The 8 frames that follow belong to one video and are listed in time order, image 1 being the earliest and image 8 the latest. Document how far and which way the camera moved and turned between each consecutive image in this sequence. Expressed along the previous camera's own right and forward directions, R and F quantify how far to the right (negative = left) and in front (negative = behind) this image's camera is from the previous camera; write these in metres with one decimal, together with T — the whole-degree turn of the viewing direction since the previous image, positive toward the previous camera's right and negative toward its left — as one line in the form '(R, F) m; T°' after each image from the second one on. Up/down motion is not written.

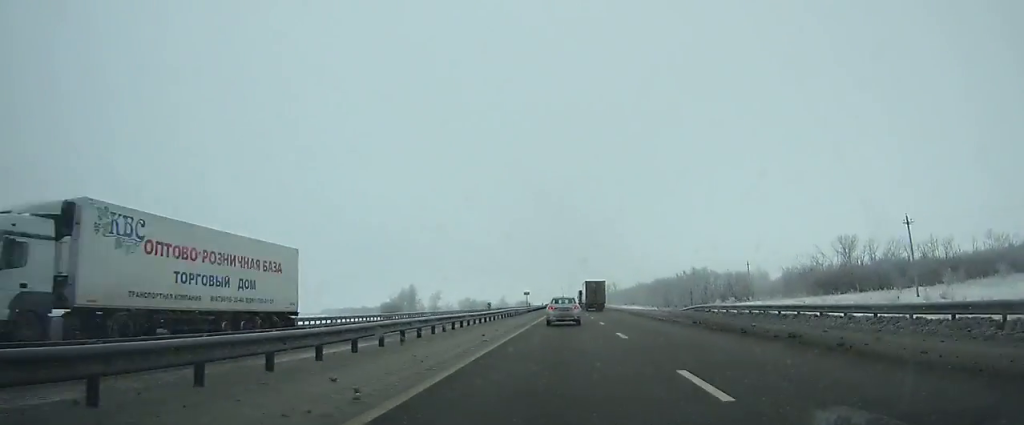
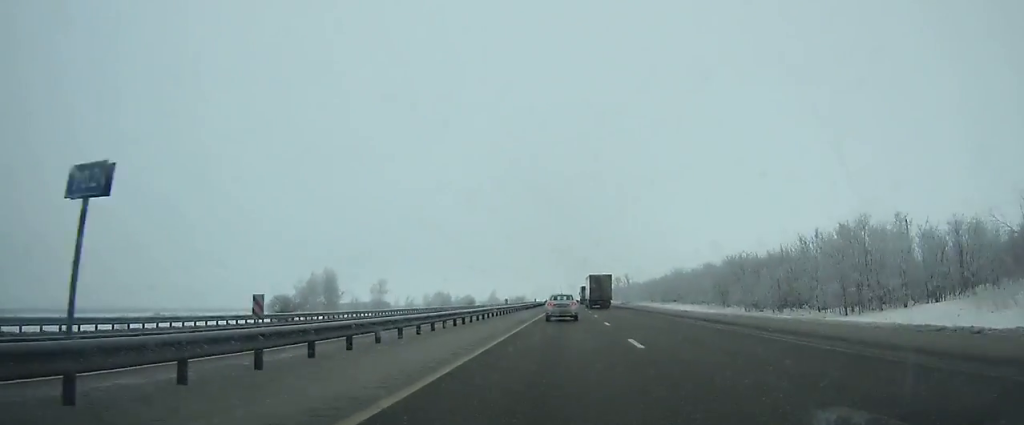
(-0.2, +65.0) m; 0°
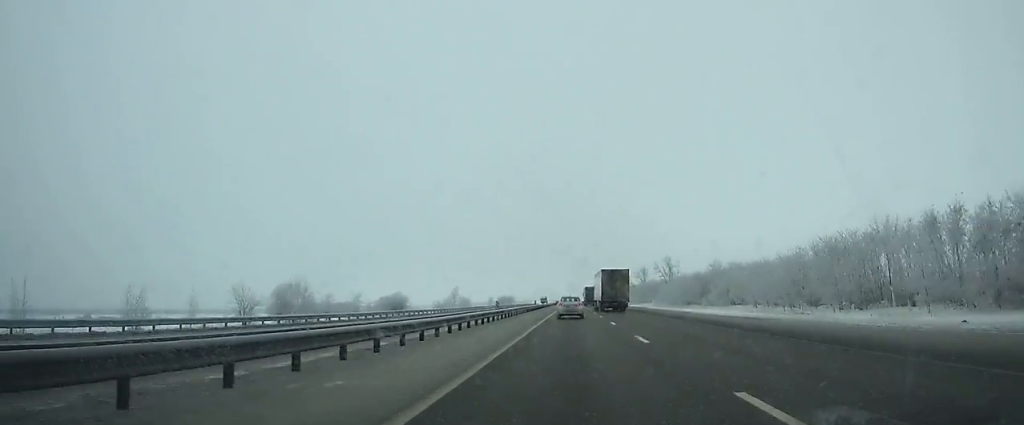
(0.0, +118.7) m; 0°
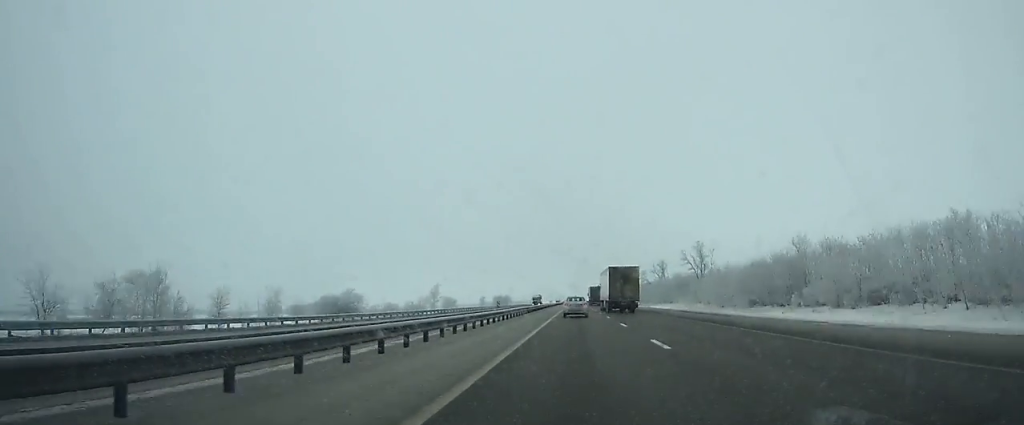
(-0.1, +38.6) m; 0°
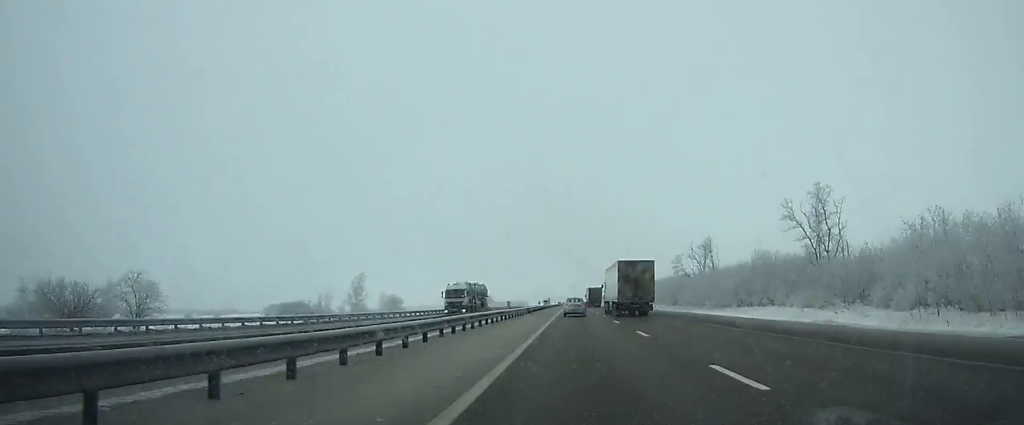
(0.0, +66.9) m; 0°
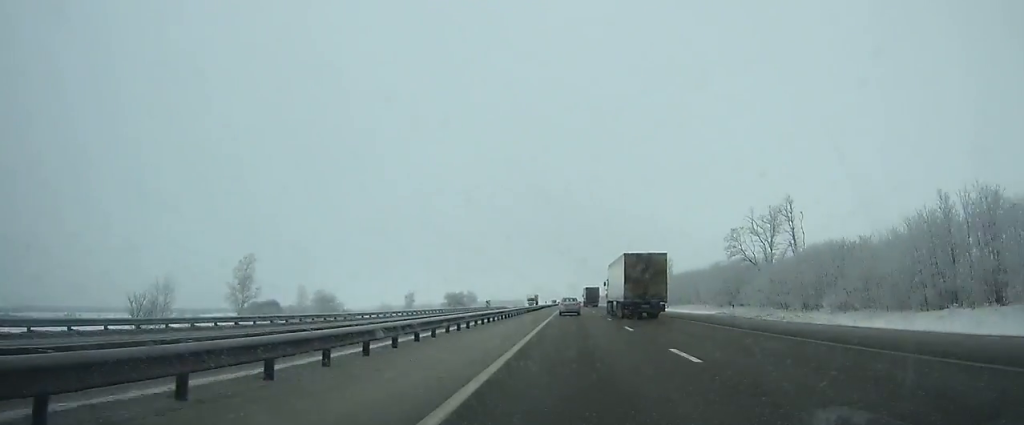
(+0.1, +43.8) m; 0°
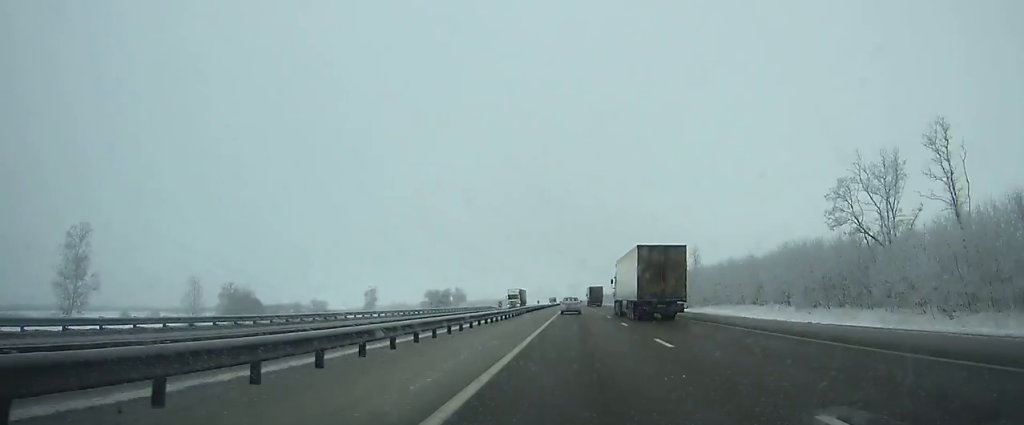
(0.0, +33.5) m; 0°
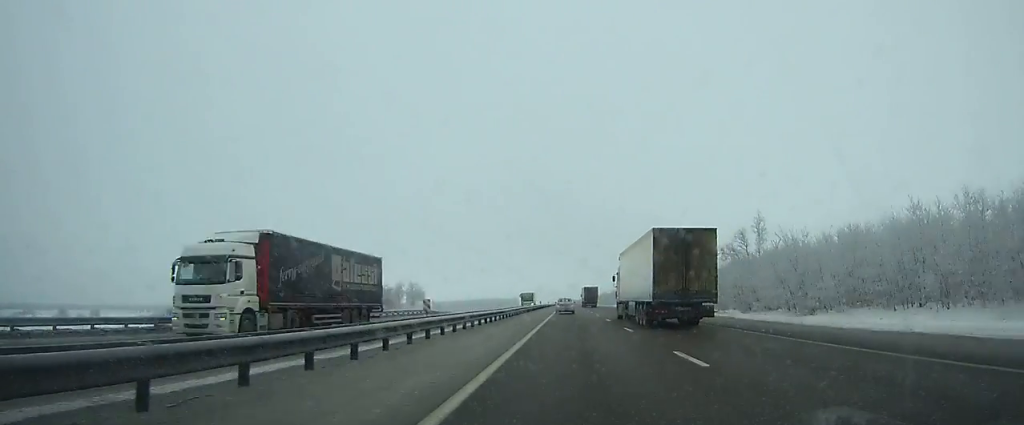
(0.0, +51.6) m; 0°
